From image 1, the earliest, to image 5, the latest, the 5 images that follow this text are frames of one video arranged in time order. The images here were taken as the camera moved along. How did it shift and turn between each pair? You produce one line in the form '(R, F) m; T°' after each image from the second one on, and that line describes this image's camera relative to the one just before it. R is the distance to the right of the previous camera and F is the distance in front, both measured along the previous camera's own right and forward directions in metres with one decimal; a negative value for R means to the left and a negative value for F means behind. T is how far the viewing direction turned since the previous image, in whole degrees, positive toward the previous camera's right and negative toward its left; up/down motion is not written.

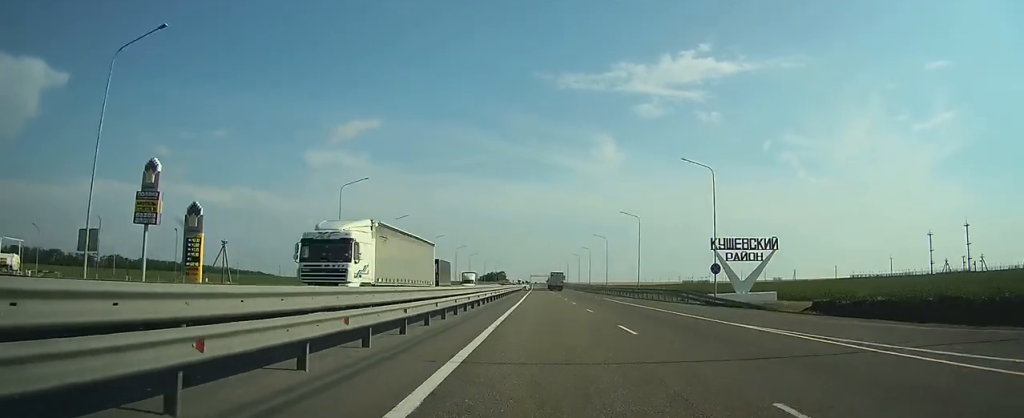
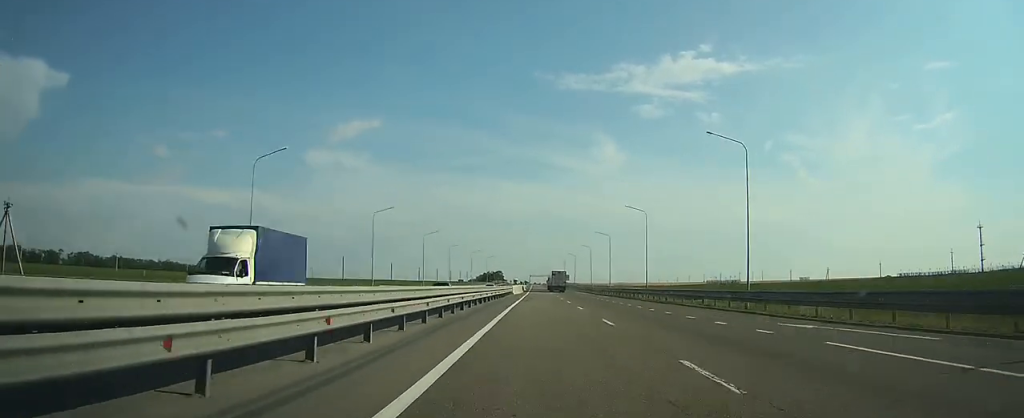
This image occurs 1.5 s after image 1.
(+0.2, +43.9) m; 0°
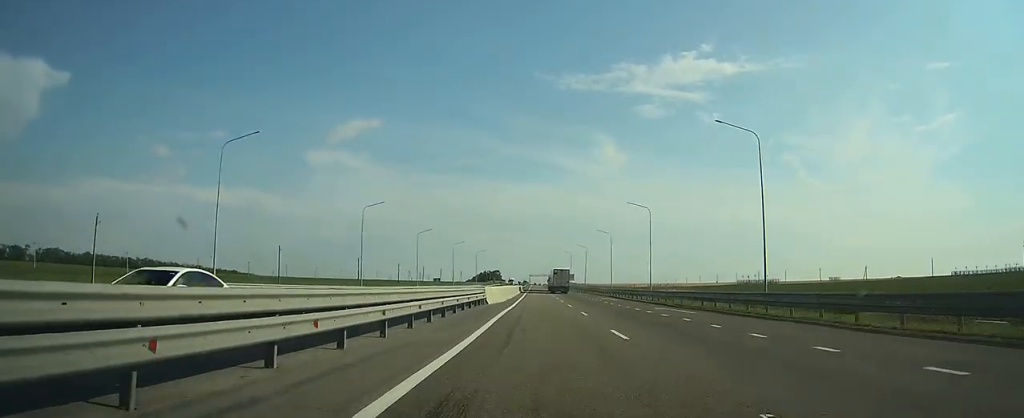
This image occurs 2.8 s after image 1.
(0.0, +40.0) m; 0°
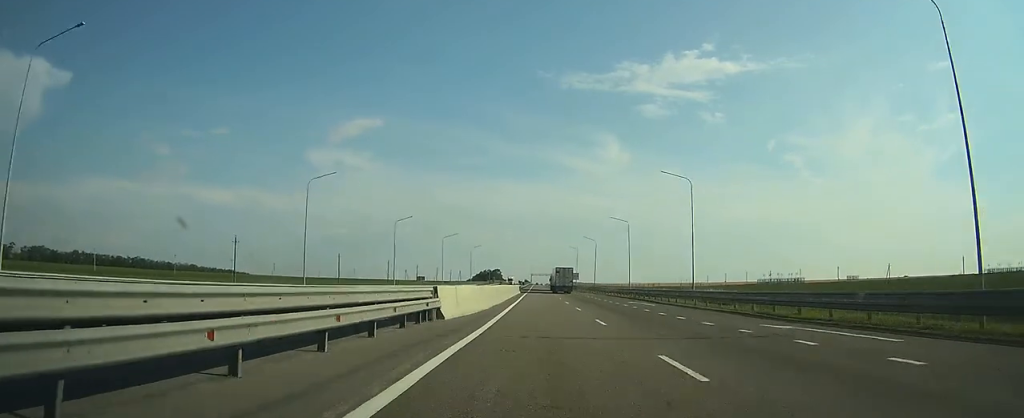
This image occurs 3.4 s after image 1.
(0.0, +19.0) m; 0°
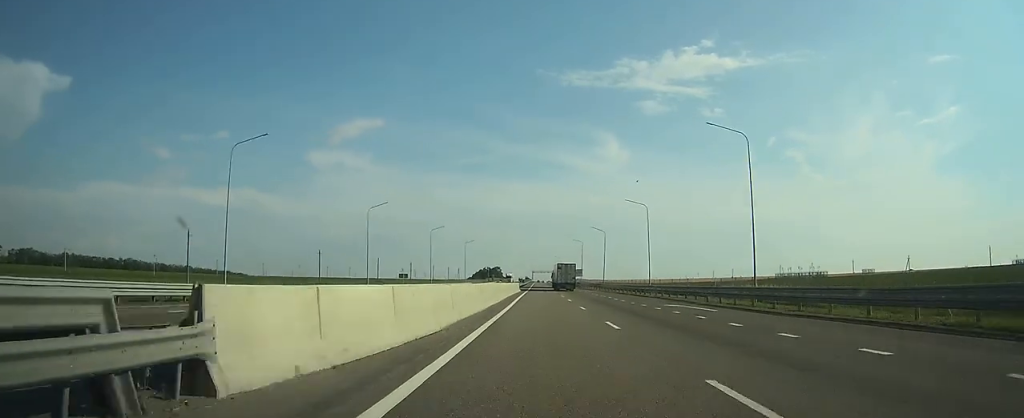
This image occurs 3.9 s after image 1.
(0.0, +15.0) m; 0°
